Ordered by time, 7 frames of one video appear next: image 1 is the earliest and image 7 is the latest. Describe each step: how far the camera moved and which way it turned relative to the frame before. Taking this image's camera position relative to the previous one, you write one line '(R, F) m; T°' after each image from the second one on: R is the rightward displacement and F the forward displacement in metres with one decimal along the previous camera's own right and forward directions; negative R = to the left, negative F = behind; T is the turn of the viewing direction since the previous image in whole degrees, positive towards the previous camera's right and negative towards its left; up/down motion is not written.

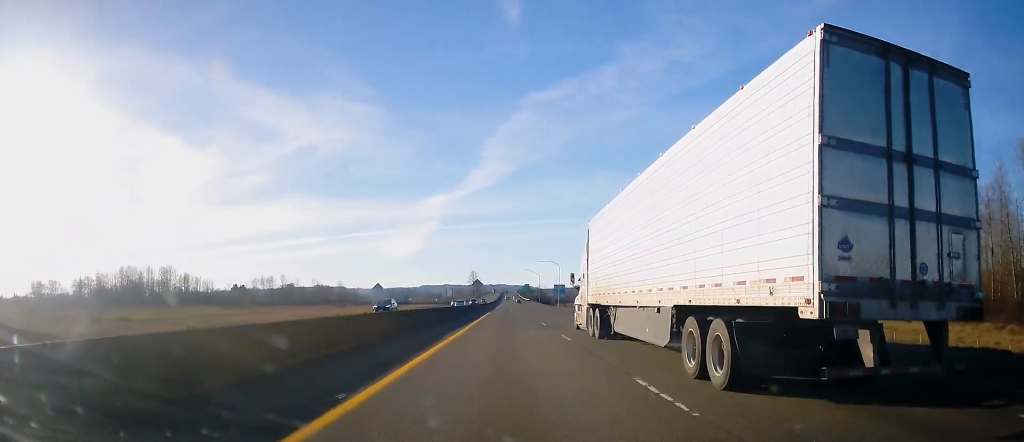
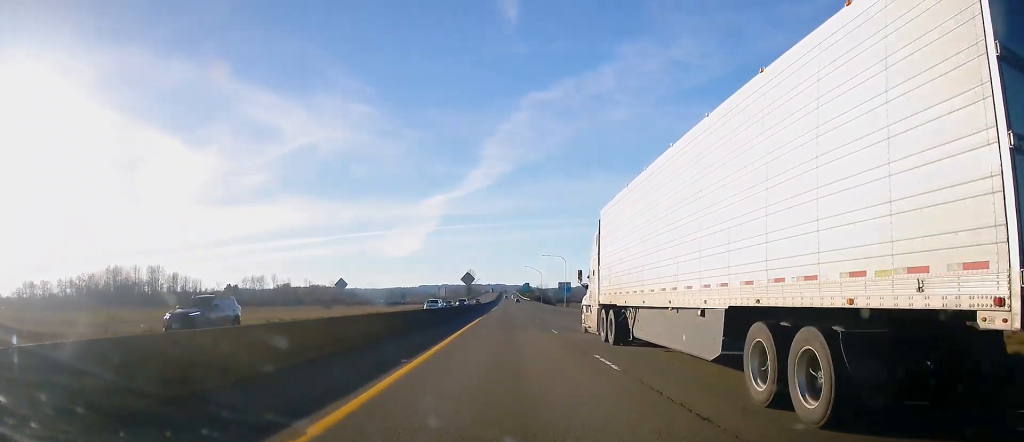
(-0.2, +20.0) m; 0°
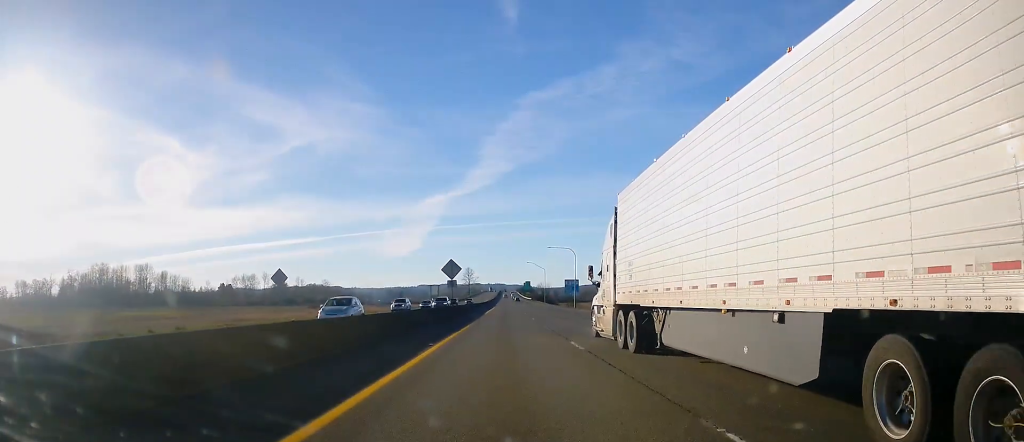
(+0.4, +20.0) m; 0°
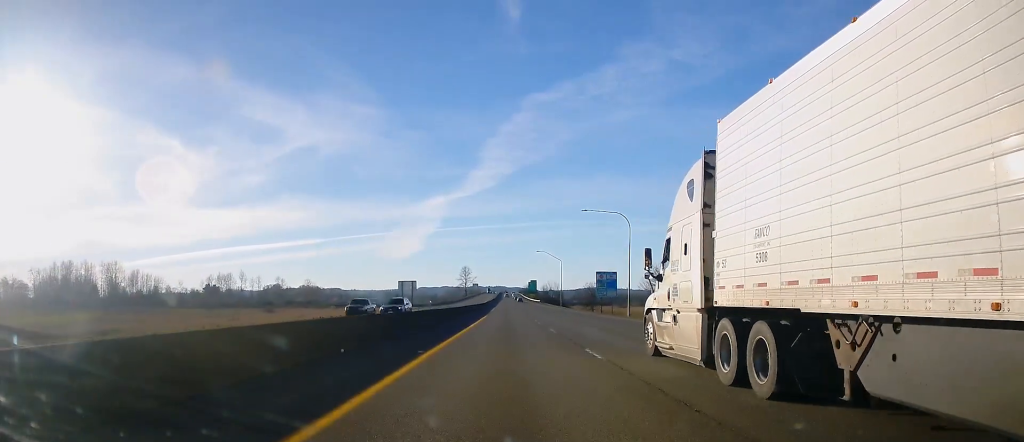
(-0.4, +51.2) m; -1°
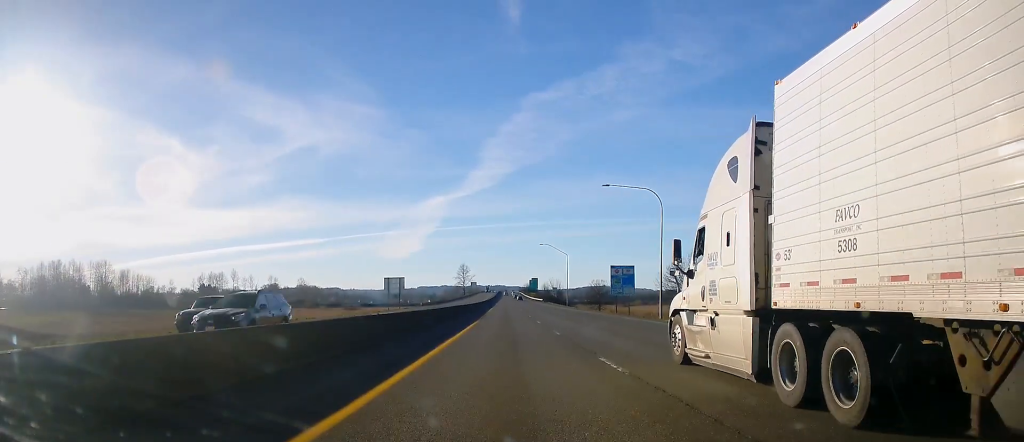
(+0.1, +14.5) m; 0°
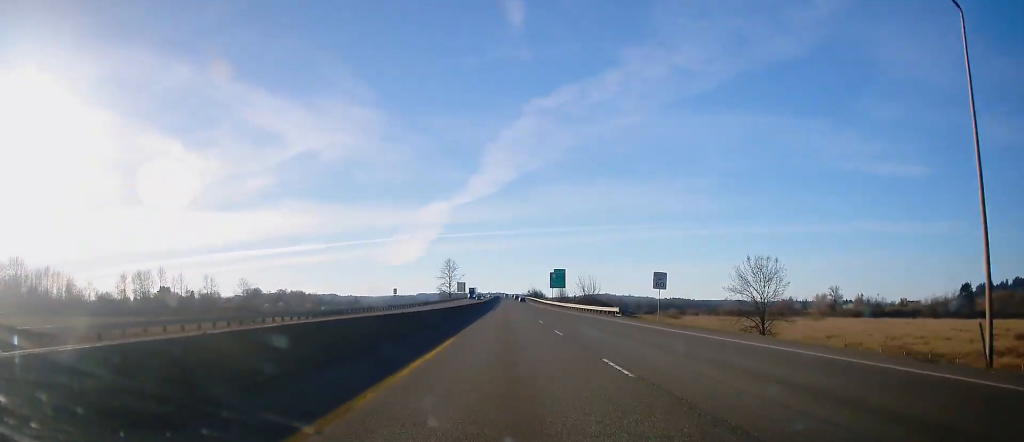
(-0.5, +110.4) m; 0°
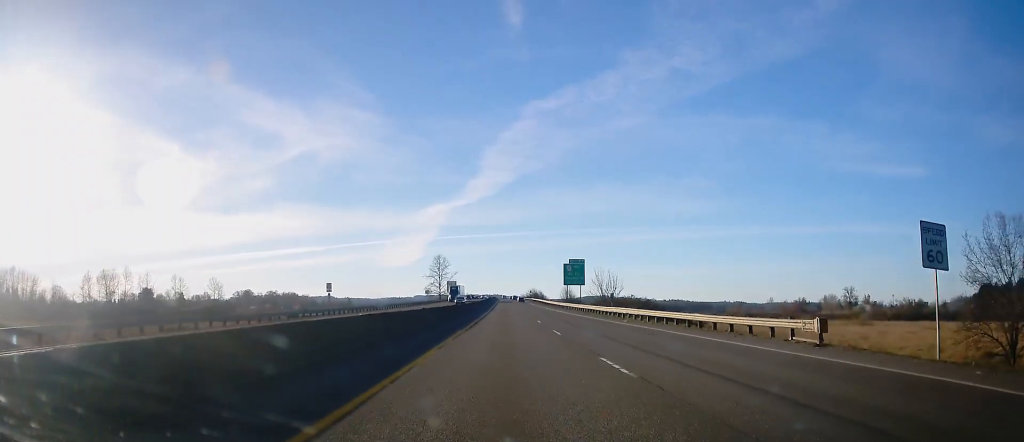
(+0.2, +36.7) m; +1°
